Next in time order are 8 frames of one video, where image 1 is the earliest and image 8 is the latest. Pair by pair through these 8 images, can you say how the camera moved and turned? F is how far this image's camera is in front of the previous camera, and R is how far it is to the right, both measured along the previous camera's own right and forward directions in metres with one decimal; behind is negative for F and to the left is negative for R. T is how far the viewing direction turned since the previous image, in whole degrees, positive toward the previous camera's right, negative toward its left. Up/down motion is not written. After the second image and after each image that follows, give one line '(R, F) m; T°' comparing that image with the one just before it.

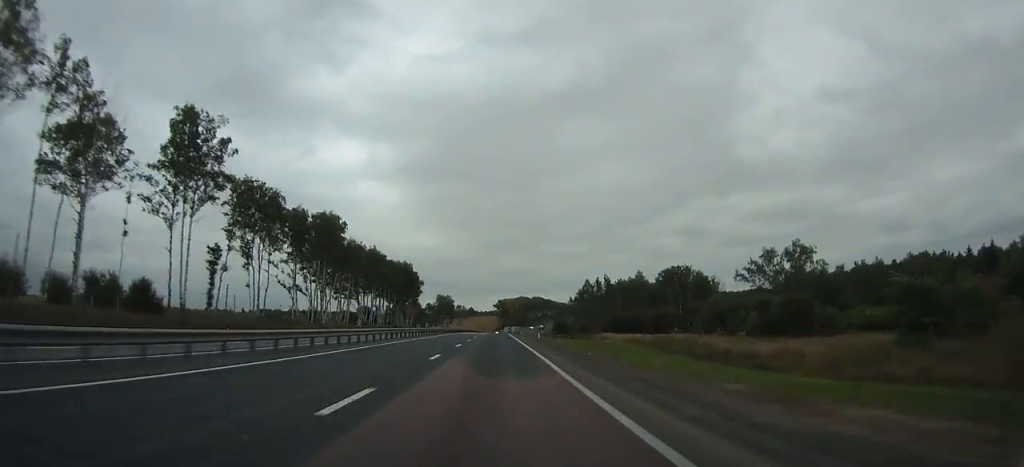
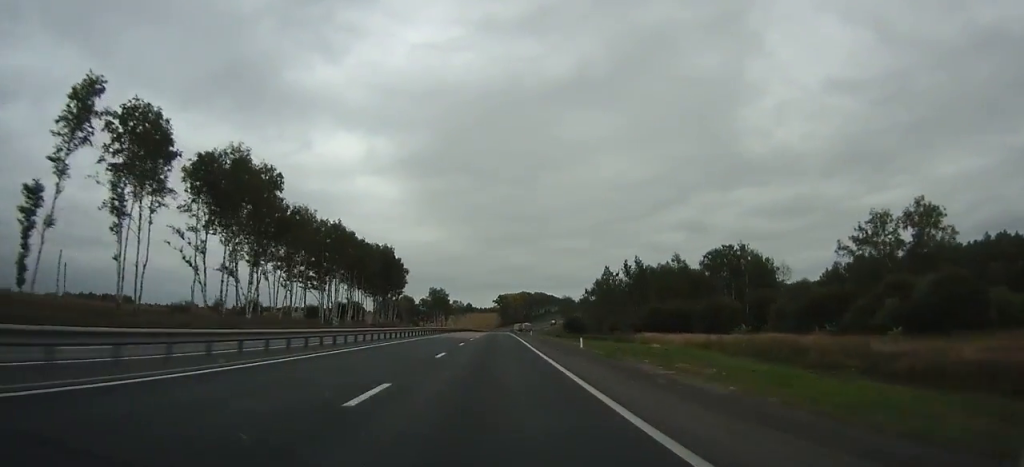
(-0.1, +35.0) m; 0°
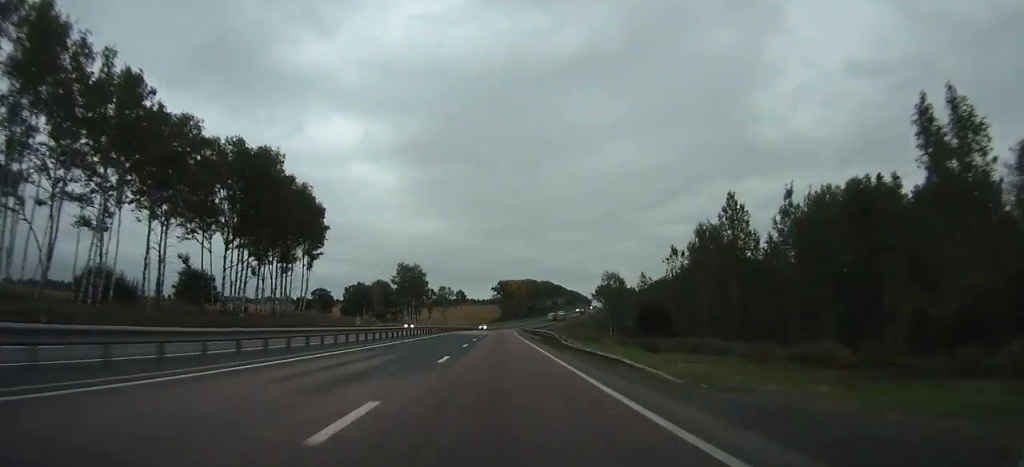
(0.0, +86.9) m; 0°
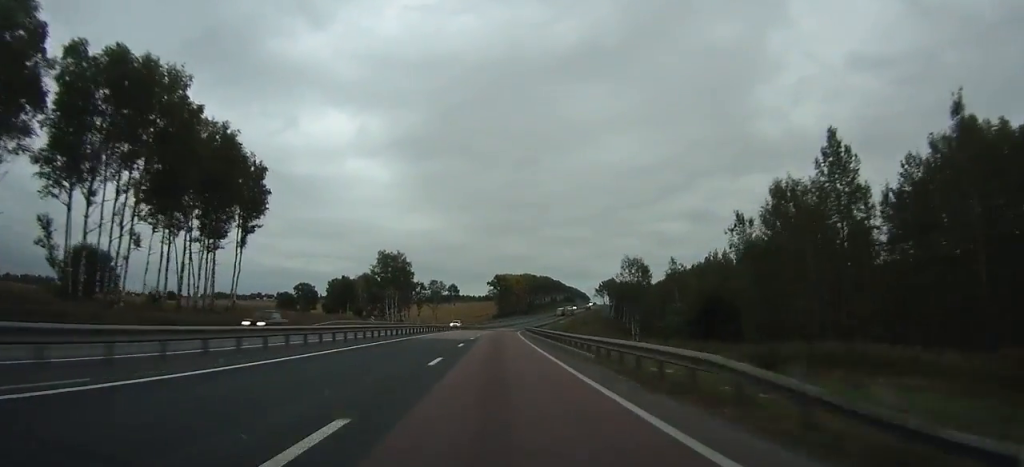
(0.0, +25.8) m; 0°
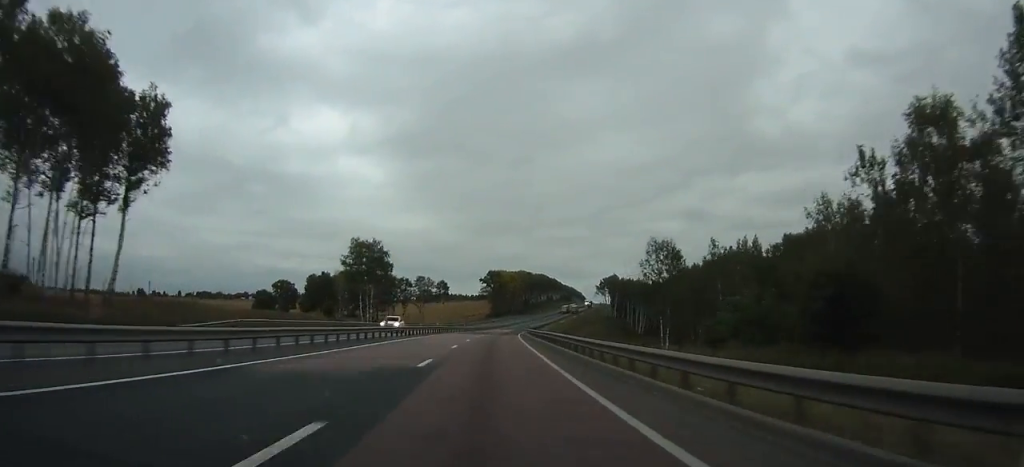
(-0.1, +24.2) m; 0°
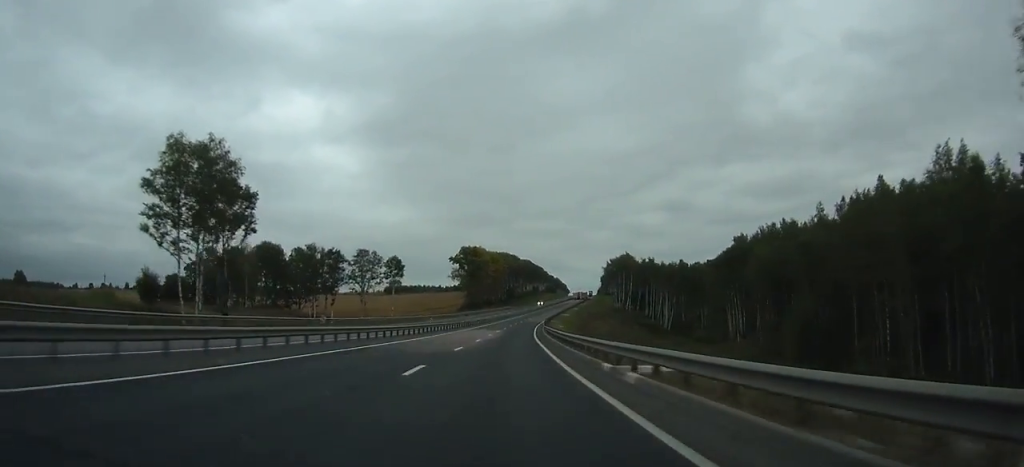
(+0.7, +74.2) m; +1°
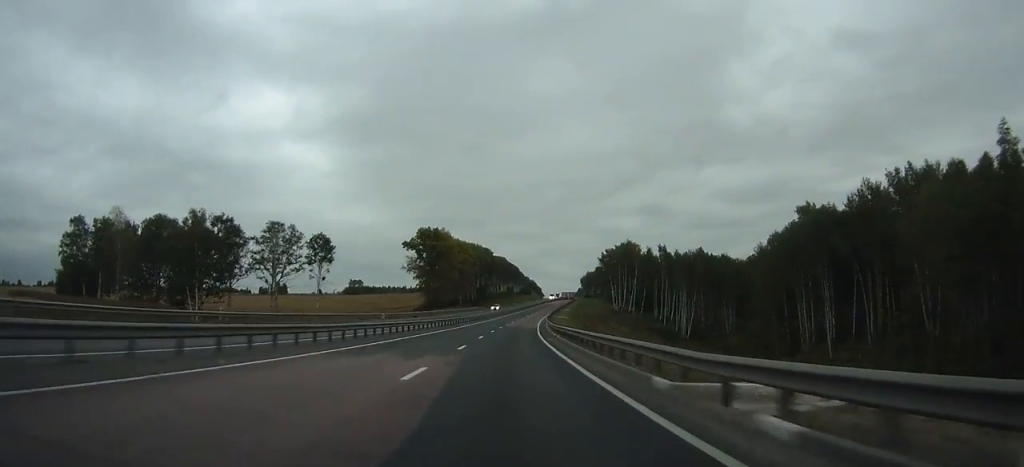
(+0.7, +48.8) m; +2°
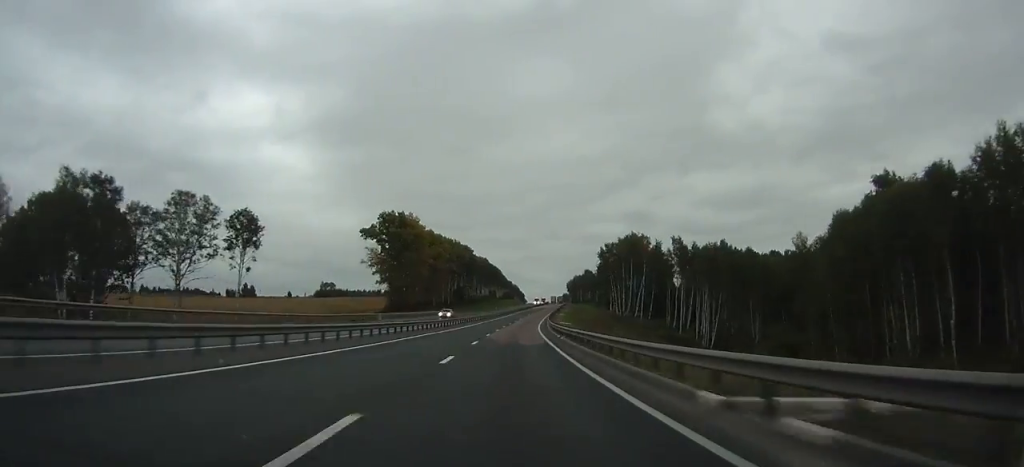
(+0.3, +30.7) m; +2°
